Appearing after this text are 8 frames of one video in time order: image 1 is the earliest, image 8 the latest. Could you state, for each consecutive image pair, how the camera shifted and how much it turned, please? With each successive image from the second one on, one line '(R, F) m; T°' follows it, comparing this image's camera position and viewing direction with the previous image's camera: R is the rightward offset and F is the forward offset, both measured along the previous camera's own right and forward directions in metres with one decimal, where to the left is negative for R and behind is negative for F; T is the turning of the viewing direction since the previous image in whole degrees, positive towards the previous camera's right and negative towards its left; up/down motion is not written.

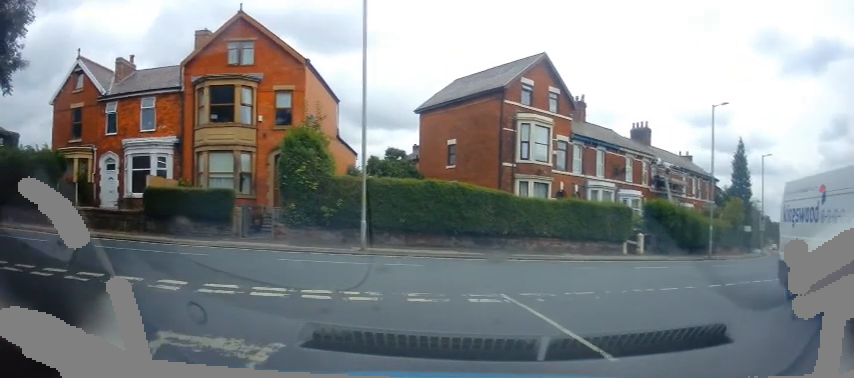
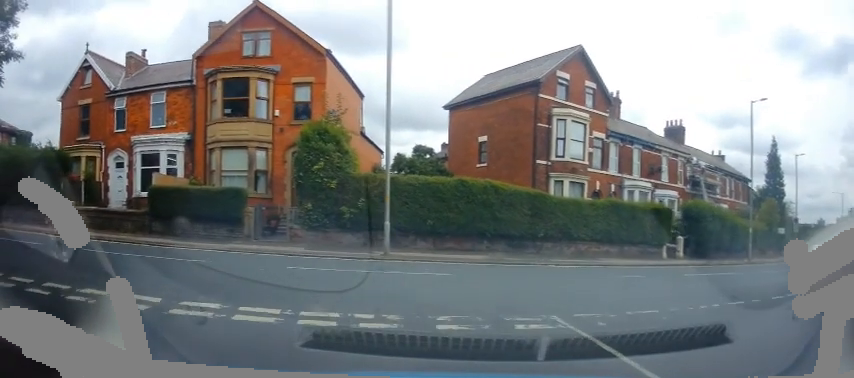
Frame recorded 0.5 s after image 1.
(-0.3, +1.5) m; -8°
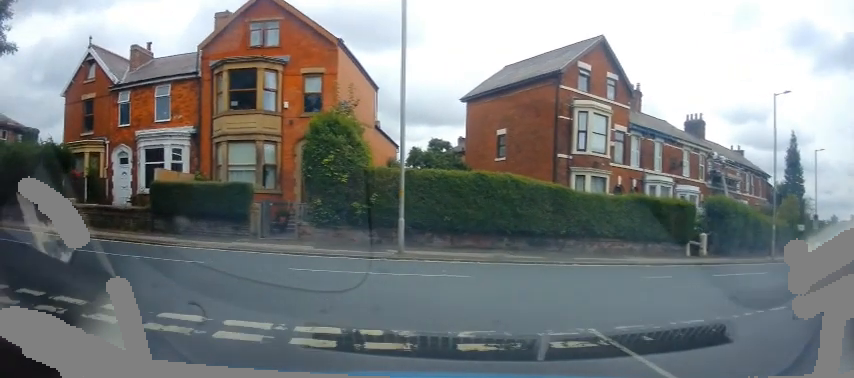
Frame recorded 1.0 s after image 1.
(0.0, +0.7) m; -2°
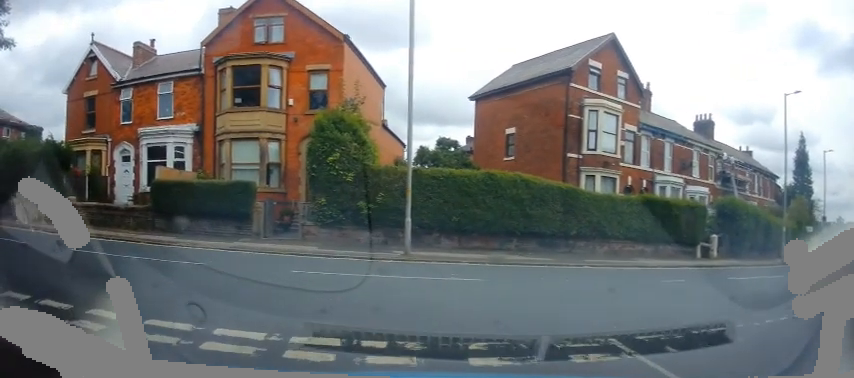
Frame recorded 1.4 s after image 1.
(0.0, +0.3) m; 0°
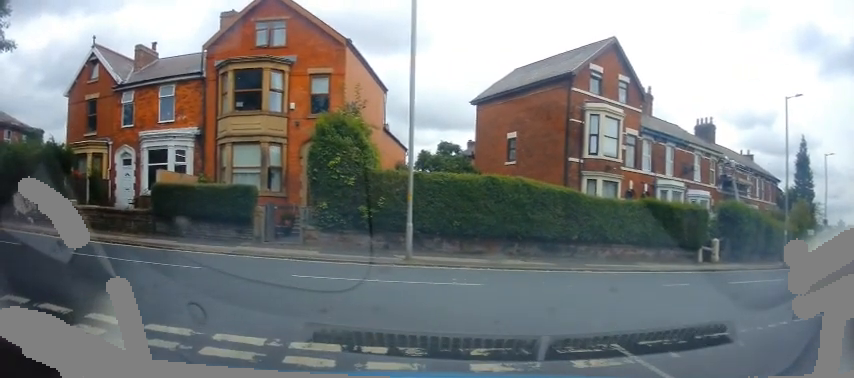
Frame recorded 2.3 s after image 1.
(+0.1, +0.3) m; 0°
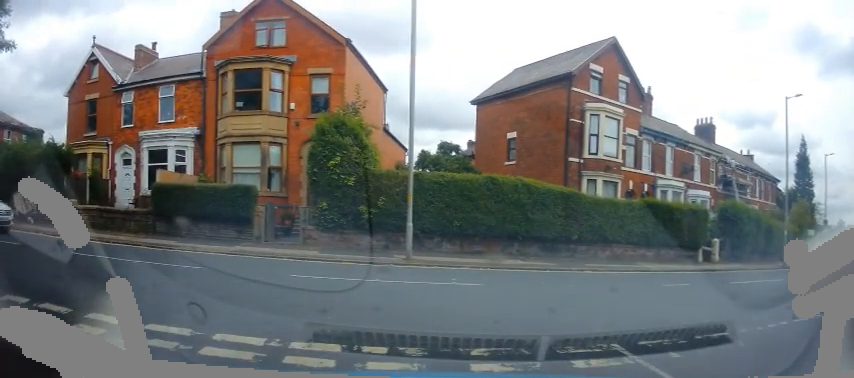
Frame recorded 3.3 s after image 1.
(0.0, 0.0) m; 0°
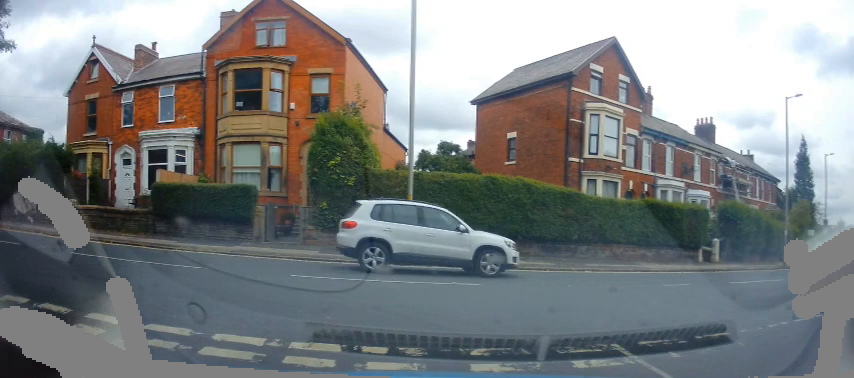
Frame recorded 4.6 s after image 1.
(0.0, 0.0) m; 0°
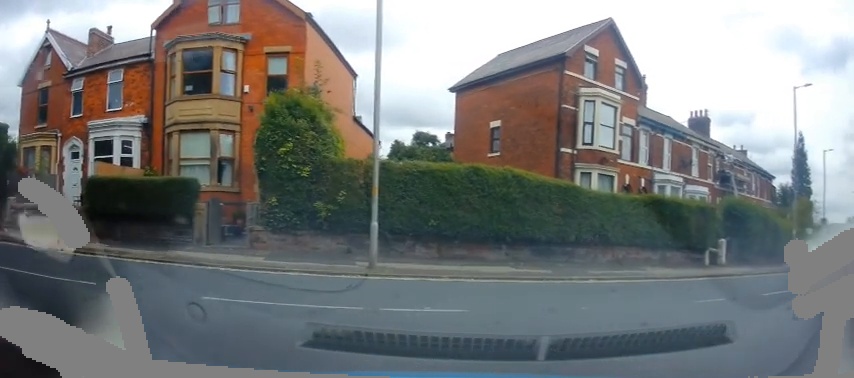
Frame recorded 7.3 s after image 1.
(+0.9, +3.6) m; +20°
